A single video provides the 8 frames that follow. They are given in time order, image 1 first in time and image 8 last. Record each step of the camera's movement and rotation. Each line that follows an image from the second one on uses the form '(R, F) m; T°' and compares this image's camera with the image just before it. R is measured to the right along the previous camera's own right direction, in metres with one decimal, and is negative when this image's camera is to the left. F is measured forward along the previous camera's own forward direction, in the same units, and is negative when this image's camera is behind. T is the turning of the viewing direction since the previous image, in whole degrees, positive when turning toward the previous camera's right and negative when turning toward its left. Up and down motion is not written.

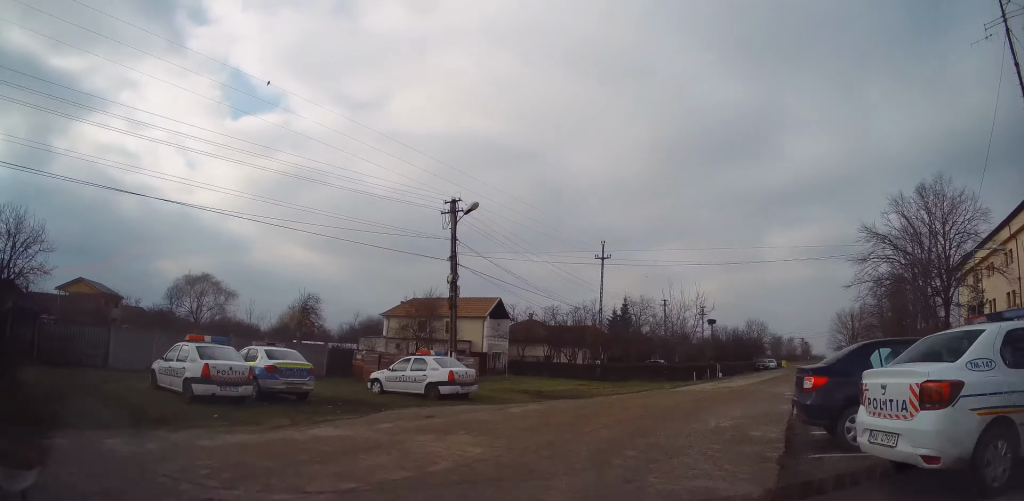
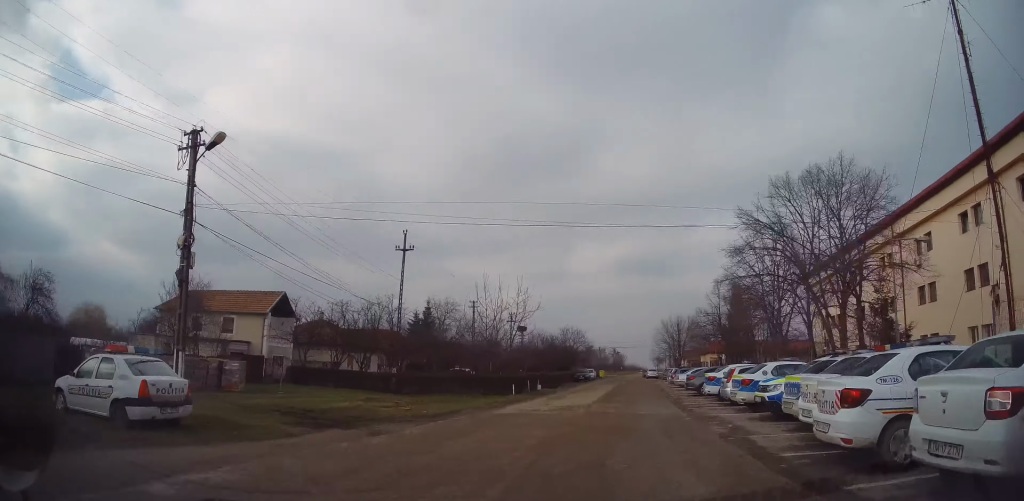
(+1.4, +7.5) m; +20°
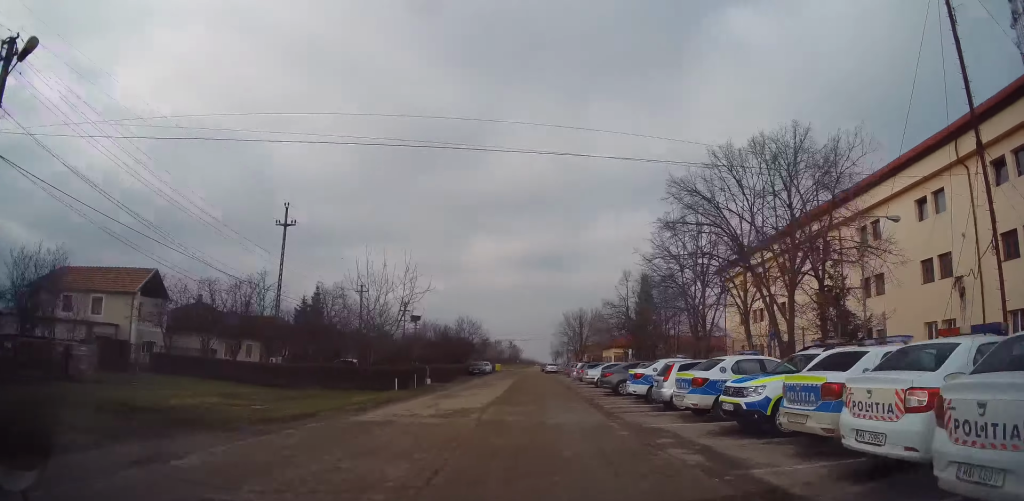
(+0.3, +4.1) m; +8°
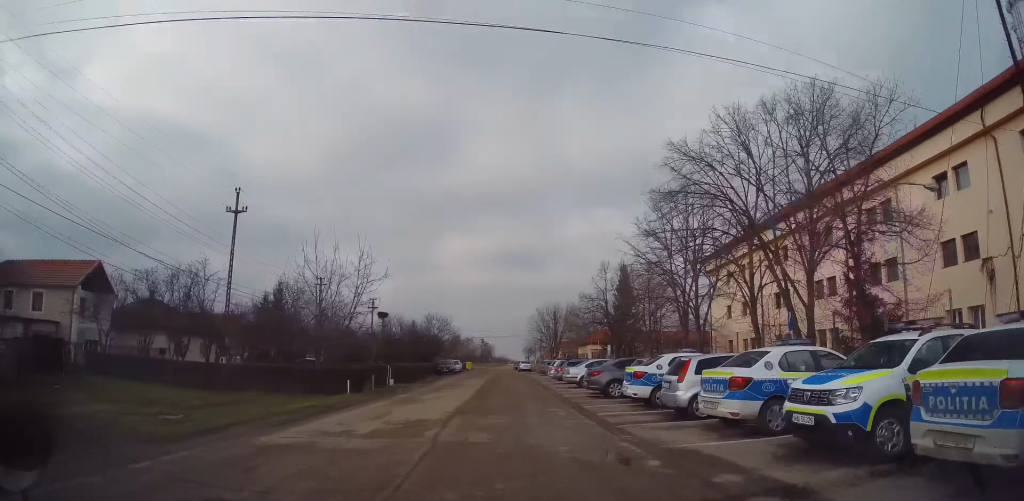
(+0.1, +3.2) m; +5°
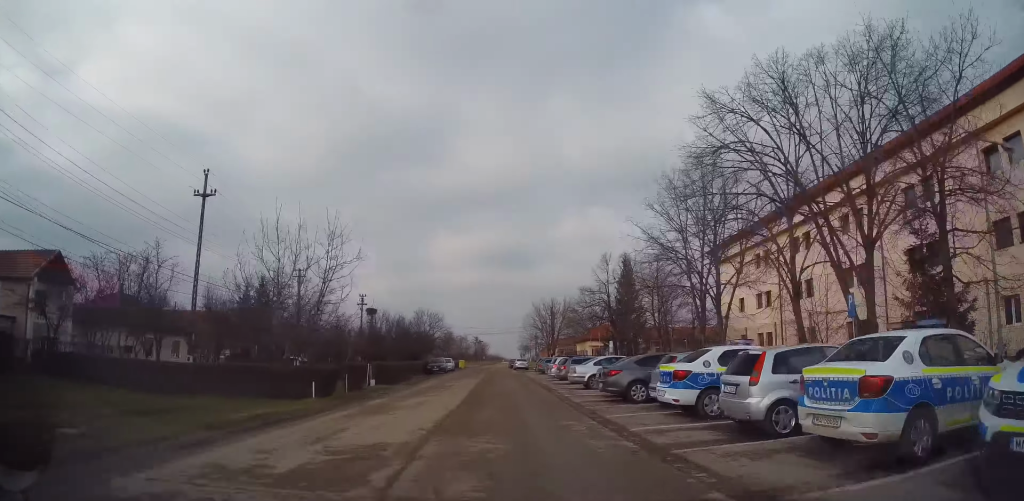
(+0.2, +3.4) m; +2°
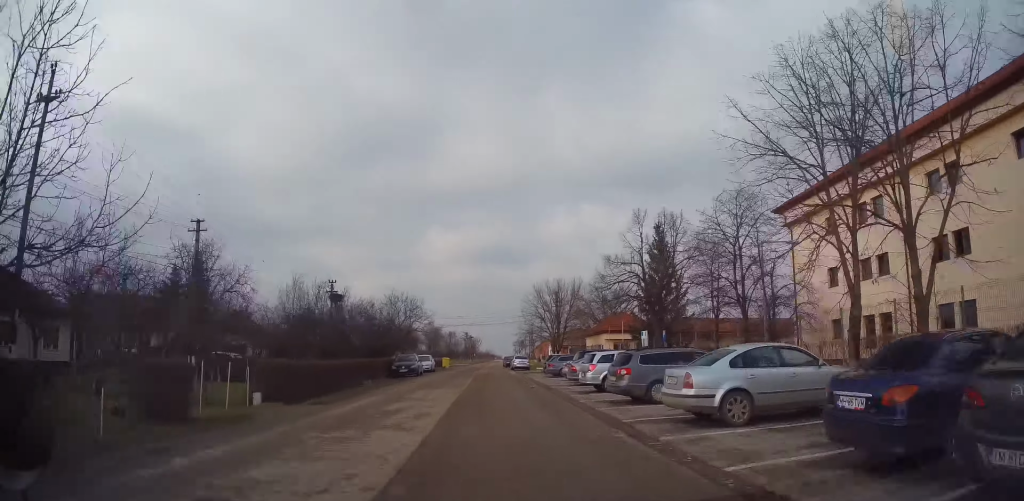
(+0.1, +12.9) m; -1°
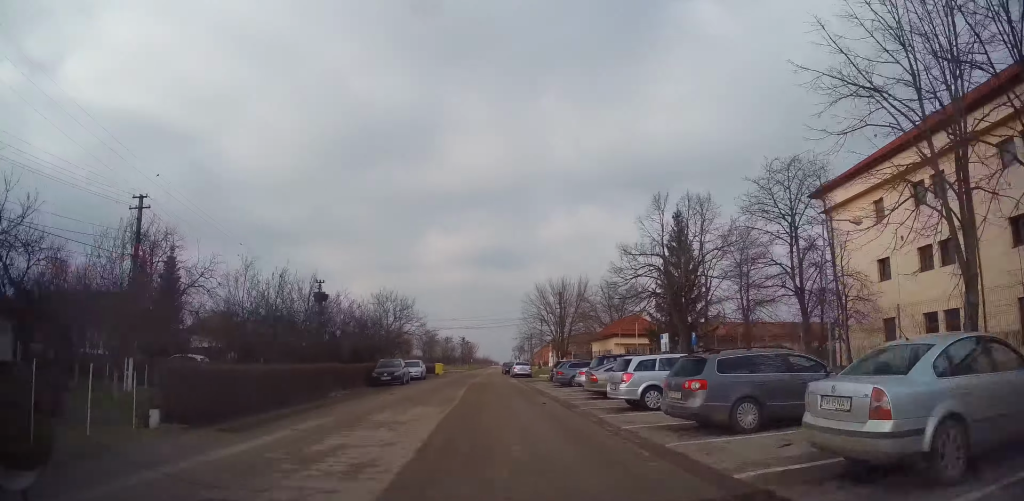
(0.0, +4.9) m; 0°
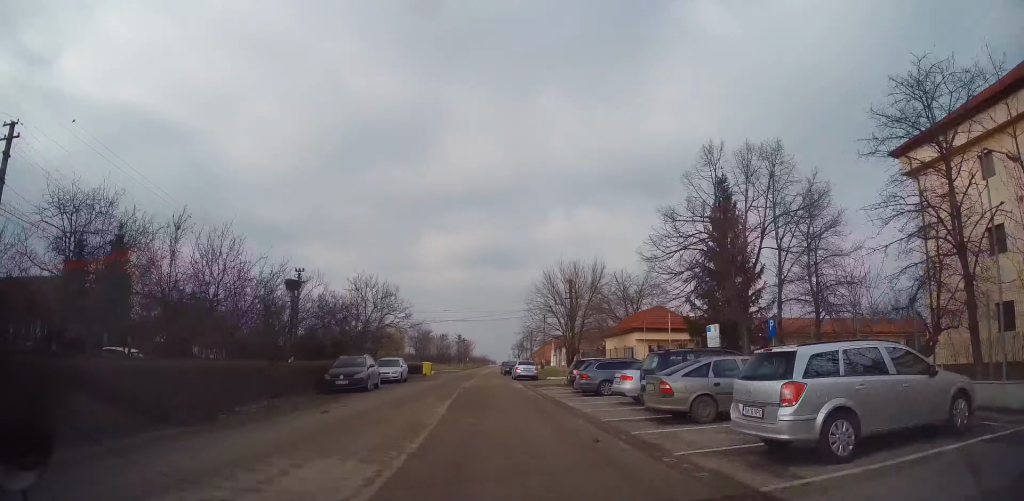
(0.0, +7.9) m; +1°
